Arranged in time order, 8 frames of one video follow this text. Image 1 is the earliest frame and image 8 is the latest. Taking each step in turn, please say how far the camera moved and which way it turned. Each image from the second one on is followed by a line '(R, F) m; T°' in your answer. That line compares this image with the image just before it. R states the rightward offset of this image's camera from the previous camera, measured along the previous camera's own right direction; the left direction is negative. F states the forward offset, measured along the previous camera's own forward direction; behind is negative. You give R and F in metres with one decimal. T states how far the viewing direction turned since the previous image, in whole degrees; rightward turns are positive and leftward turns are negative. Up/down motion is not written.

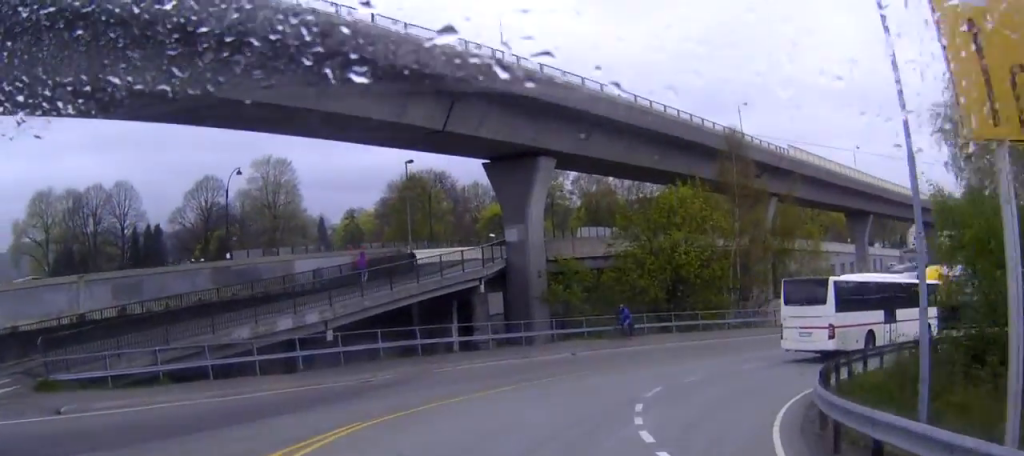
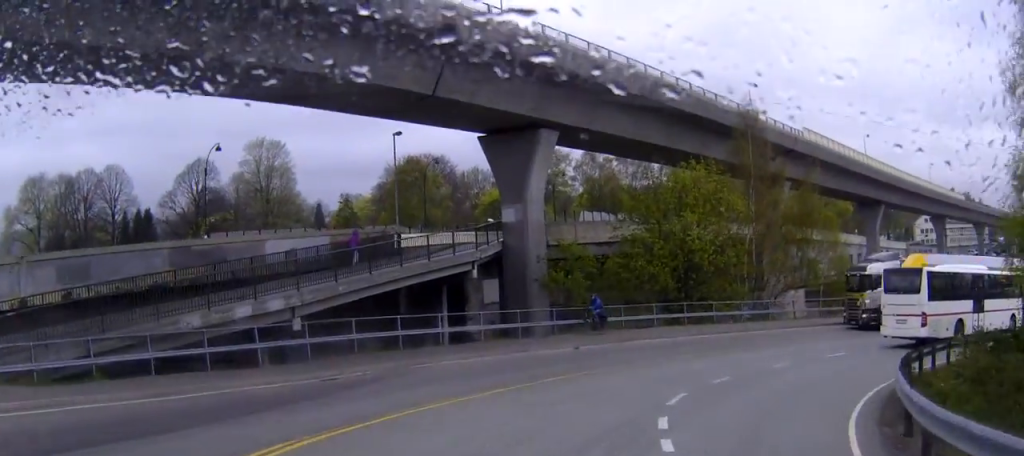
(-0.2, +3.4) m; +3°
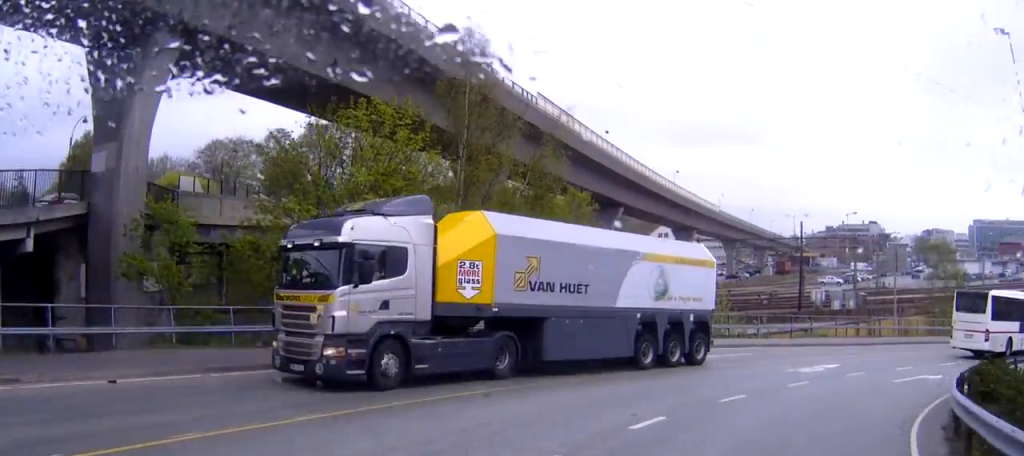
(+2.9, +13.2) m; +24°
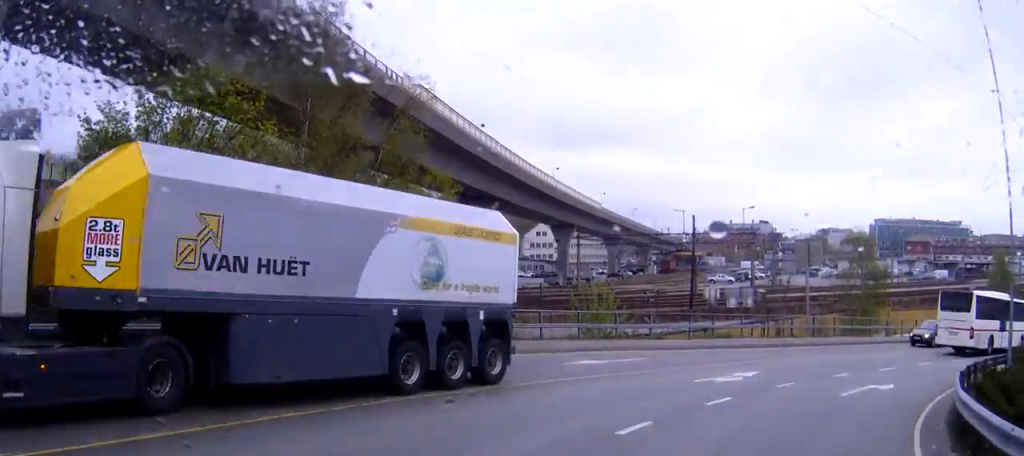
(+0.3, +4.7) m; +6°
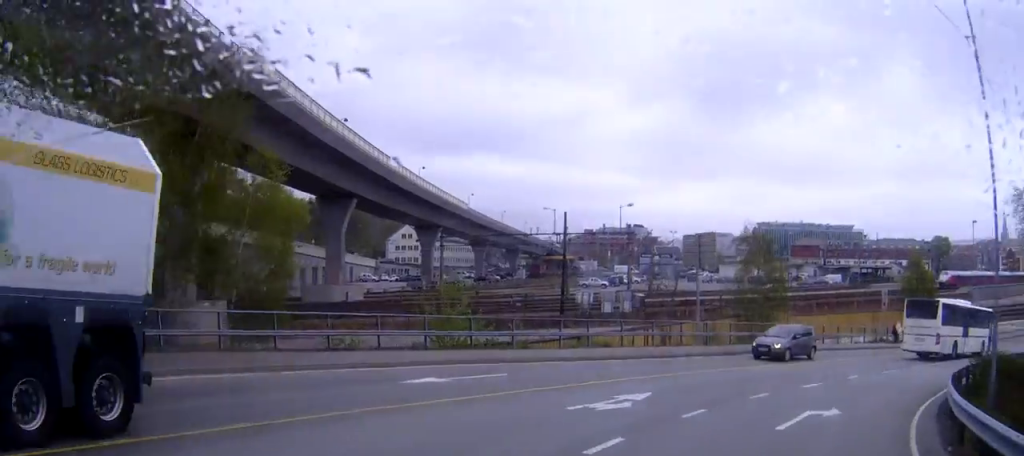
(+0.2, +4.8) m; +9°
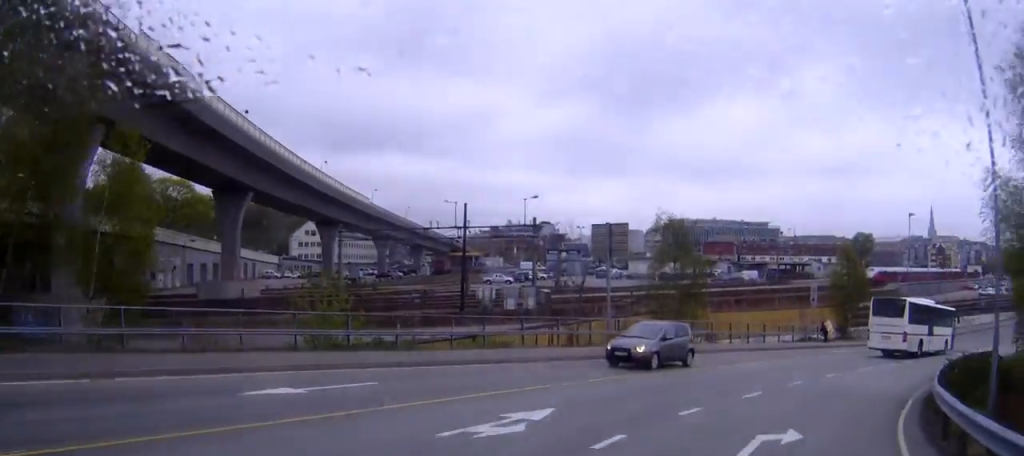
(0.0, +3.4) m; +8°
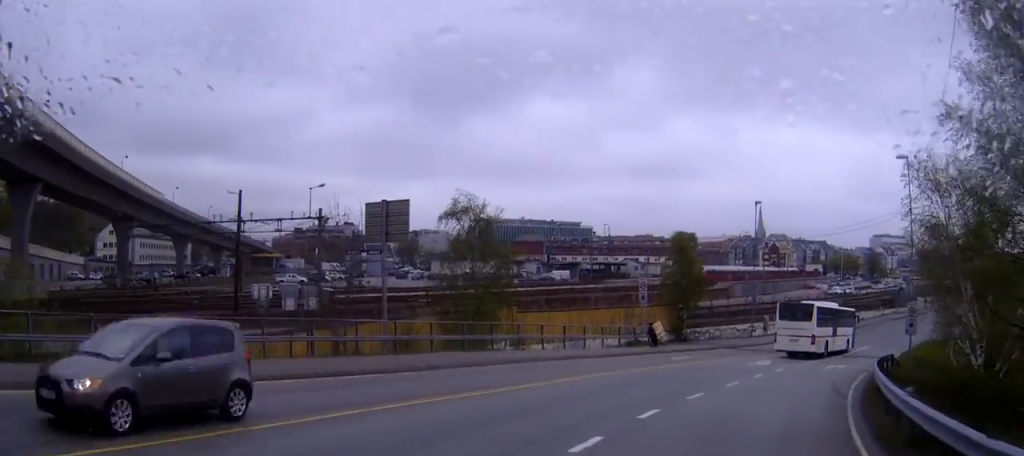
(+1.2, +7.0) m; +20°
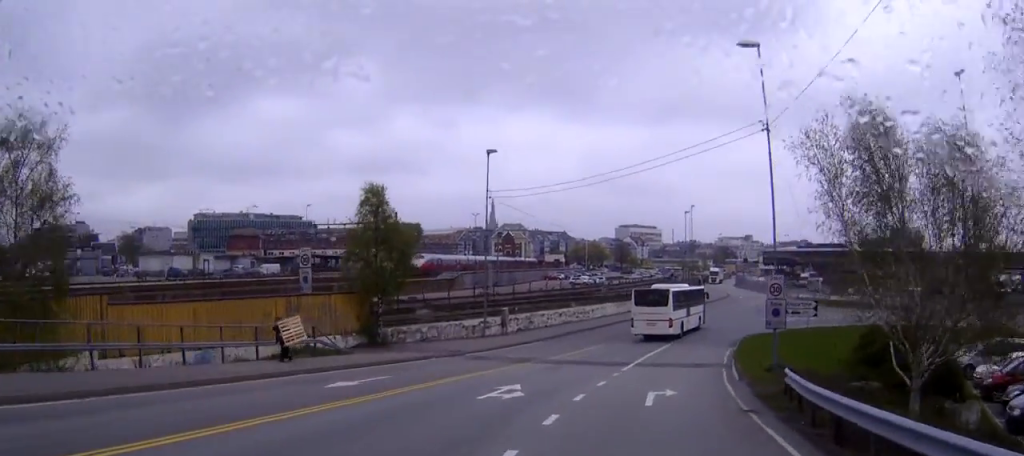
(+4.6, +16.0) m; +21°
